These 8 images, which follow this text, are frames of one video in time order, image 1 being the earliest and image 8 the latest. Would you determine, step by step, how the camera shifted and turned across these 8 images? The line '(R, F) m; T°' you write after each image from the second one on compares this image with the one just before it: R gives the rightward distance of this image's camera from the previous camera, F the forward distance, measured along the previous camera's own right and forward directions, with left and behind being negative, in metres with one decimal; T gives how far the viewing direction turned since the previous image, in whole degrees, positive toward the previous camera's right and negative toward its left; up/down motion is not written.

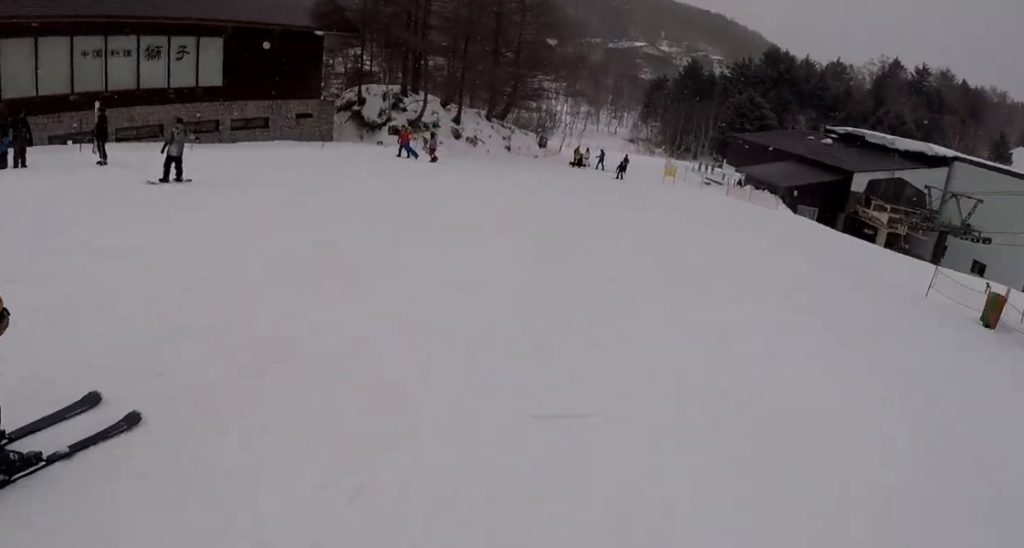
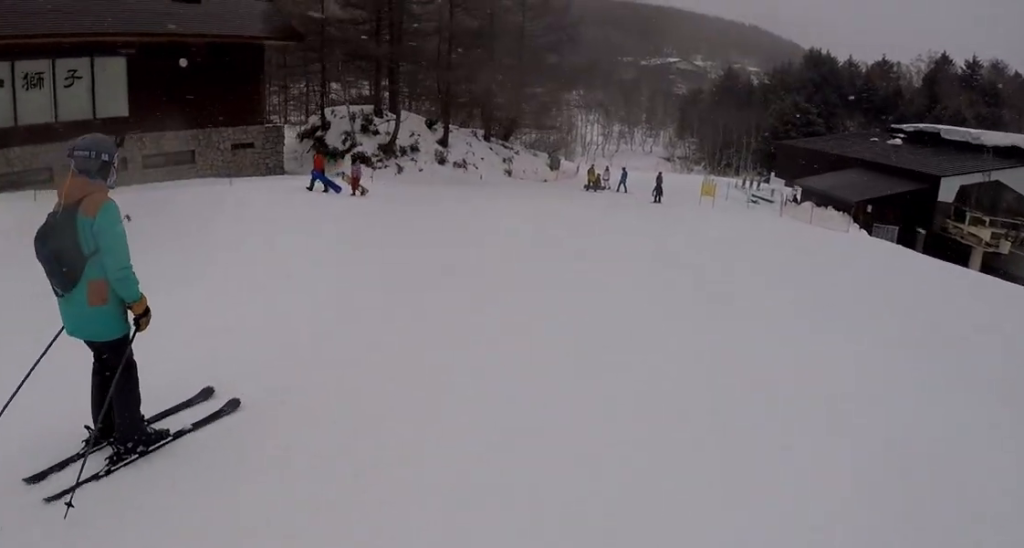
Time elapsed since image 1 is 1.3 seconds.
(-0.1, +9.2) m; -6°
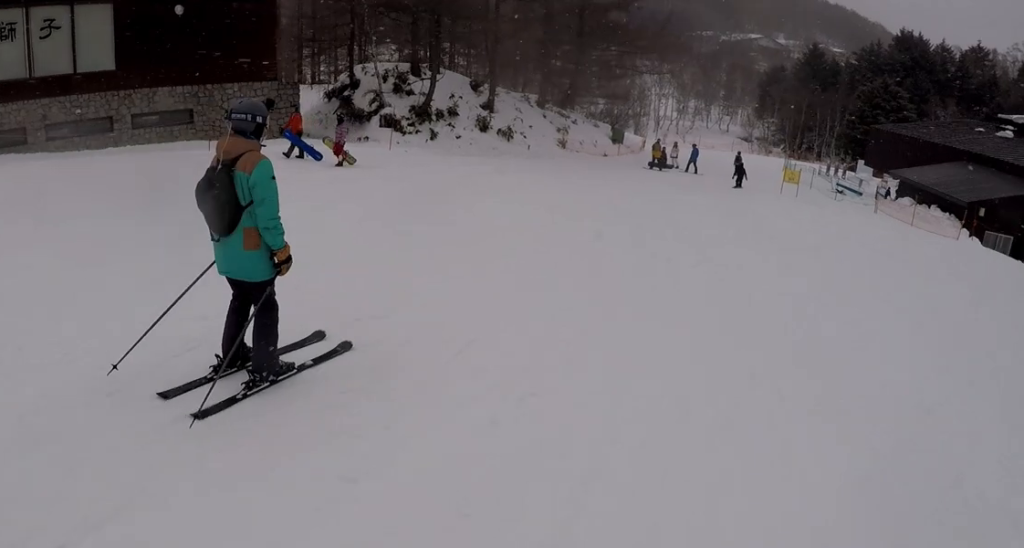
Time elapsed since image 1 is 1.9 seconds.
(-0.2, +4.9) m; -6°
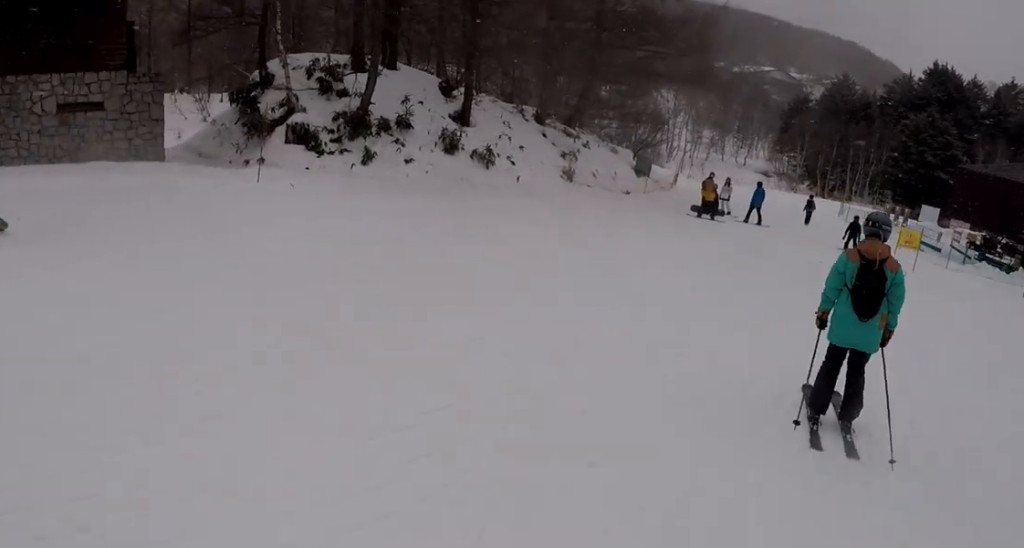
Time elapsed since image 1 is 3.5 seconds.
(-1.3, +11.7) m; -8°
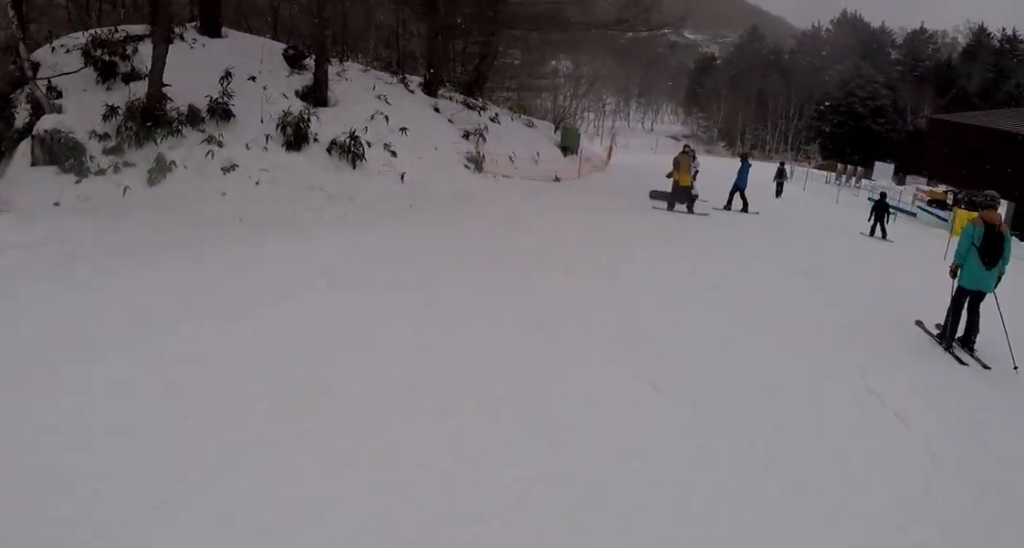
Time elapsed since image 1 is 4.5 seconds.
(+0.1, +7.3) m; +10°
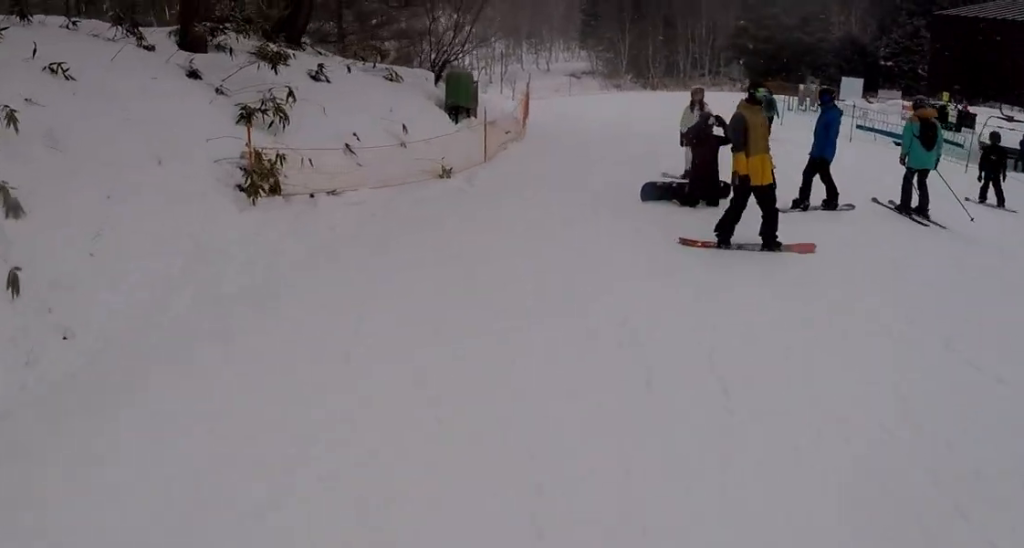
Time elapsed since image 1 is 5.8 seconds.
(+1.6, +9.7) m; +10°
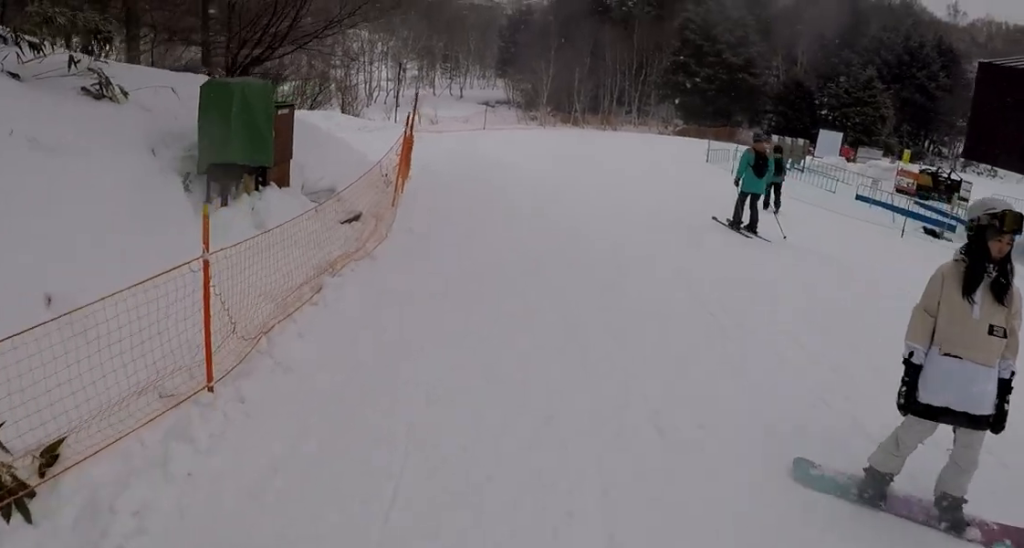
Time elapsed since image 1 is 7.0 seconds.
(0.0, +8.1) m; 0°
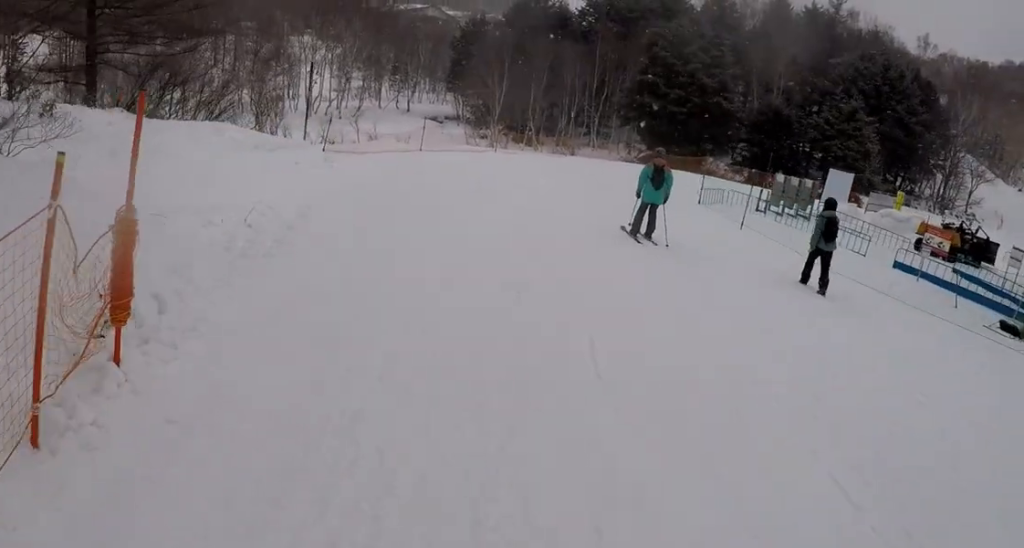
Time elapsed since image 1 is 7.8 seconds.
(0.0, +5.6) m; +4°
